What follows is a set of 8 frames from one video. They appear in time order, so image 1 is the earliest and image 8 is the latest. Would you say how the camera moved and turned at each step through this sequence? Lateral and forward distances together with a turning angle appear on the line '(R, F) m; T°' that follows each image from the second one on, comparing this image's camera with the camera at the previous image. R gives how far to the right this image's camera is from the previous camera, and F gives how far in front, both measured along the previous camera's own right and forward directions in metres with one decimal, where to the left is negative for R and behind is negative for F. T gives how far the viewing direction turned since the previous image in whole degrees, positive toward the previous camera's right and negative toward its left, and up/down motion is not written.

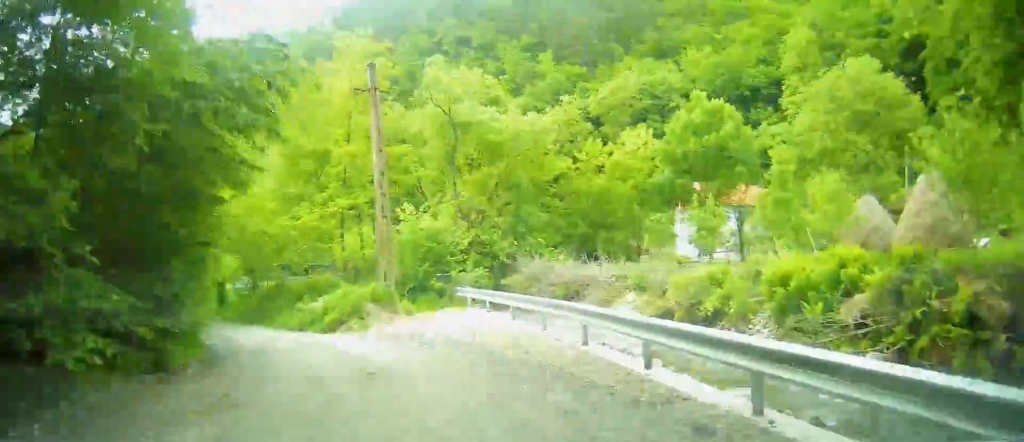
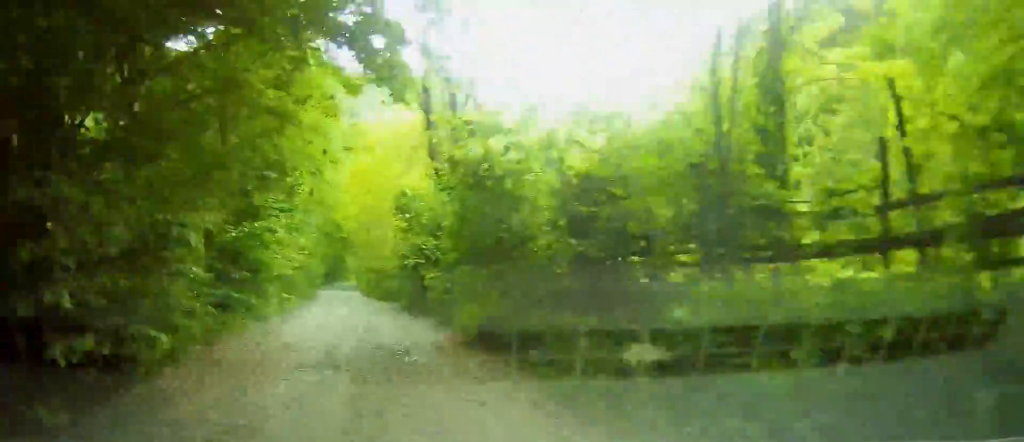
(-32.5, +57.7) m; -47°
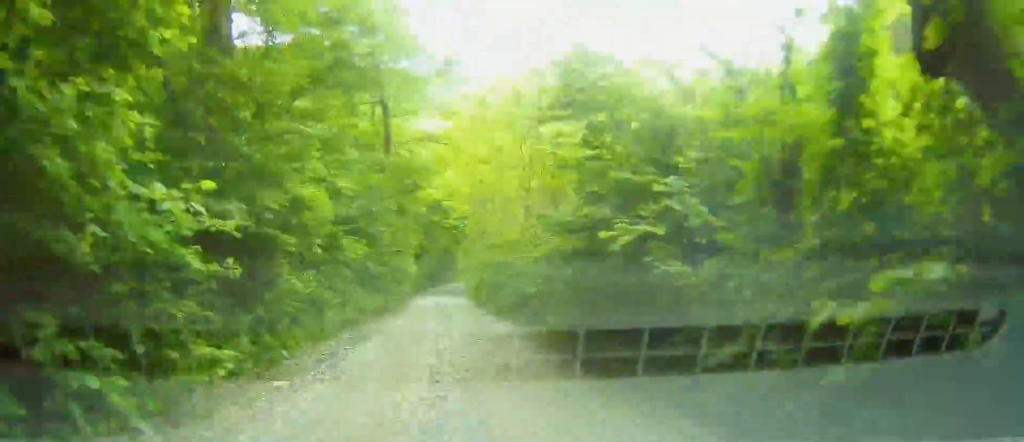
(-1.2, +14.2) m; -3°
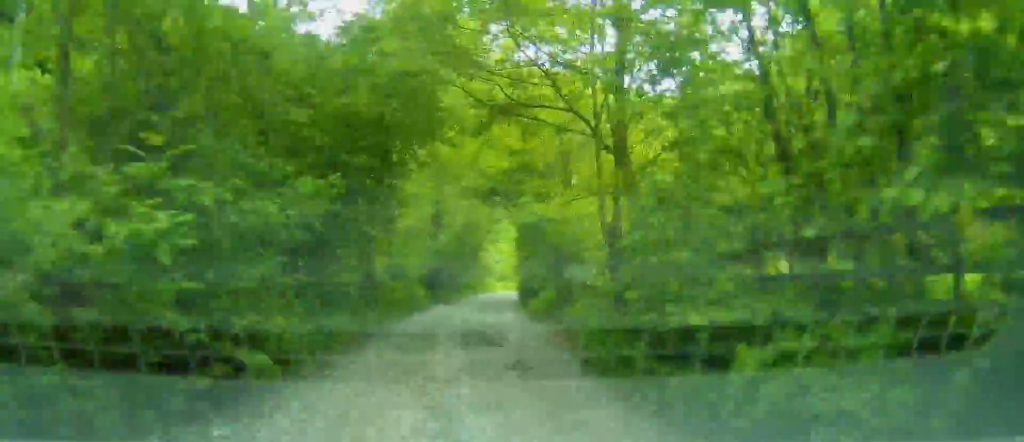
(-1.7, +36.4) m; 0°
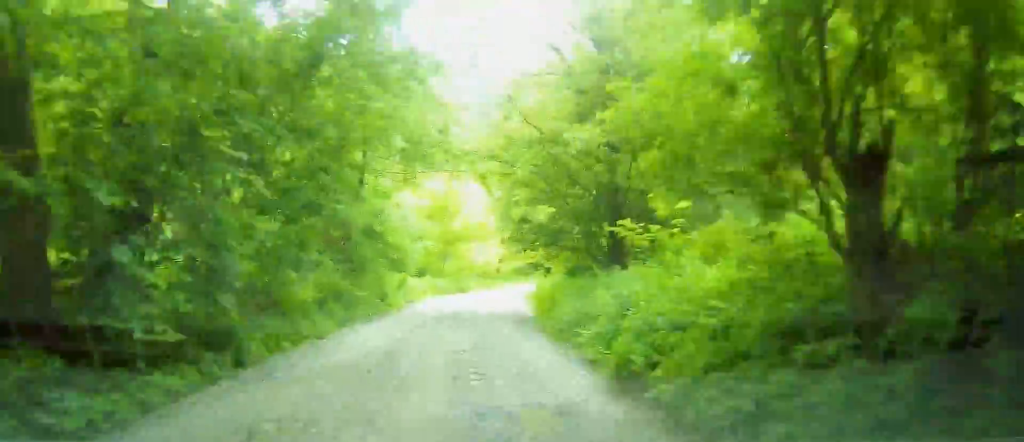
(+1.6, +33.7) m; +7°
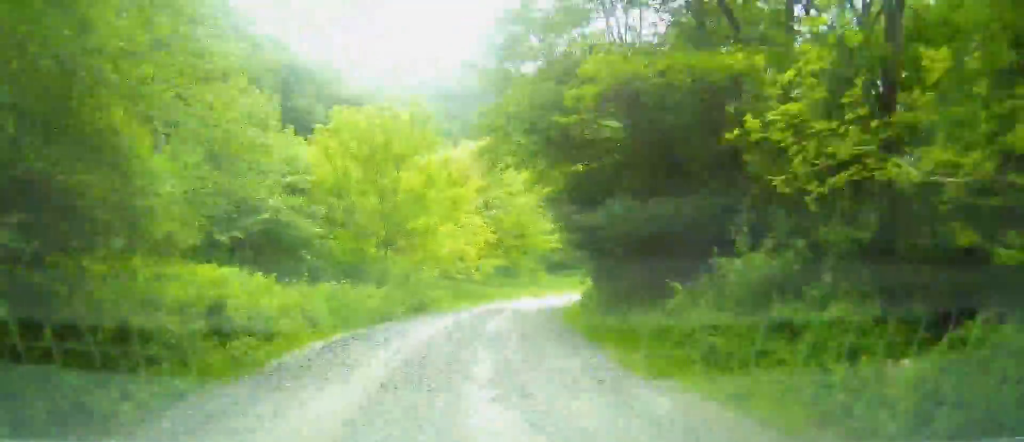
(+1.2, +21.2) m; +8°
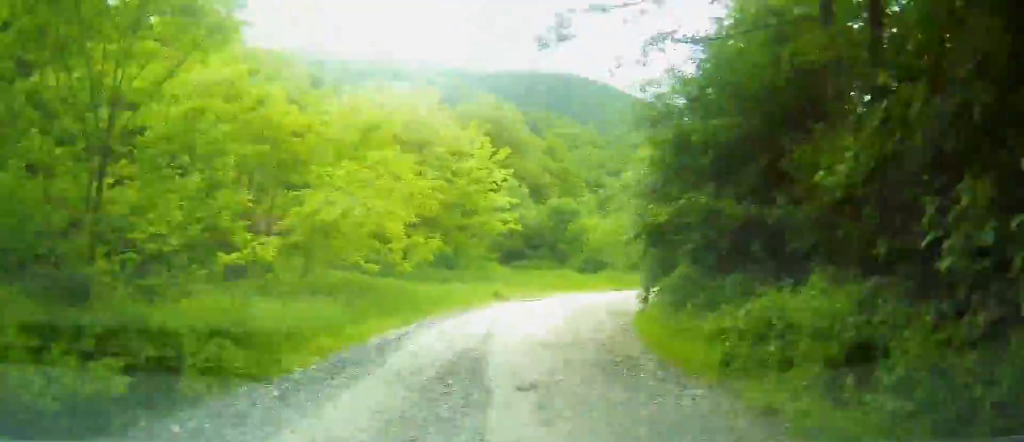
(-0.5, +16.0) m; +8°
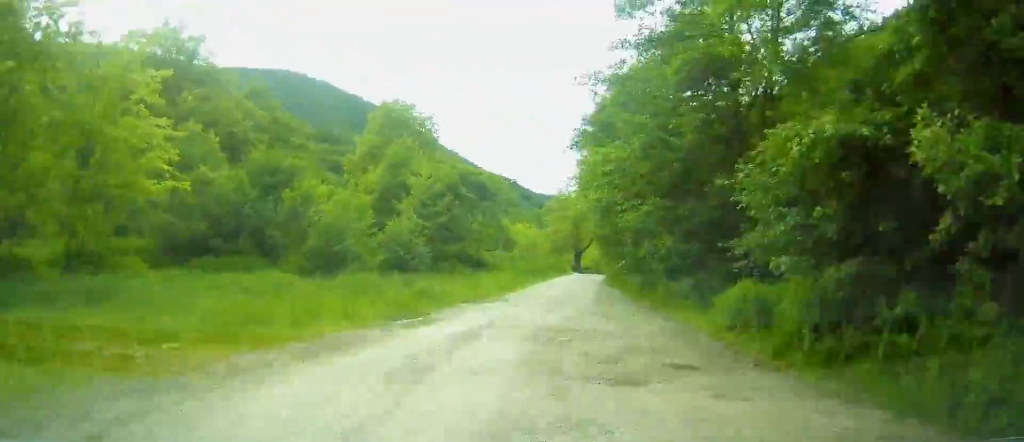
(+4.2, +22.1) m; +15°
